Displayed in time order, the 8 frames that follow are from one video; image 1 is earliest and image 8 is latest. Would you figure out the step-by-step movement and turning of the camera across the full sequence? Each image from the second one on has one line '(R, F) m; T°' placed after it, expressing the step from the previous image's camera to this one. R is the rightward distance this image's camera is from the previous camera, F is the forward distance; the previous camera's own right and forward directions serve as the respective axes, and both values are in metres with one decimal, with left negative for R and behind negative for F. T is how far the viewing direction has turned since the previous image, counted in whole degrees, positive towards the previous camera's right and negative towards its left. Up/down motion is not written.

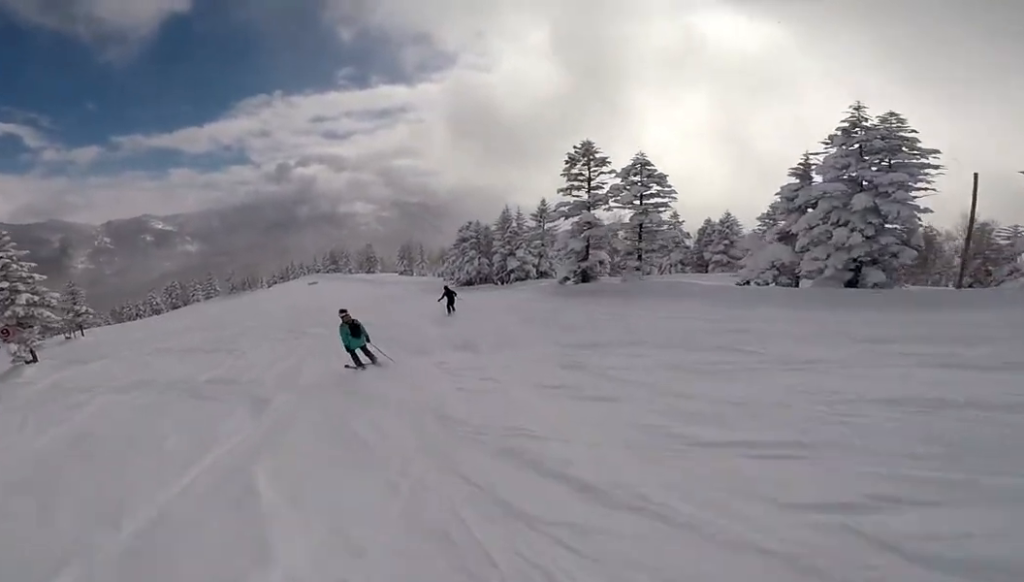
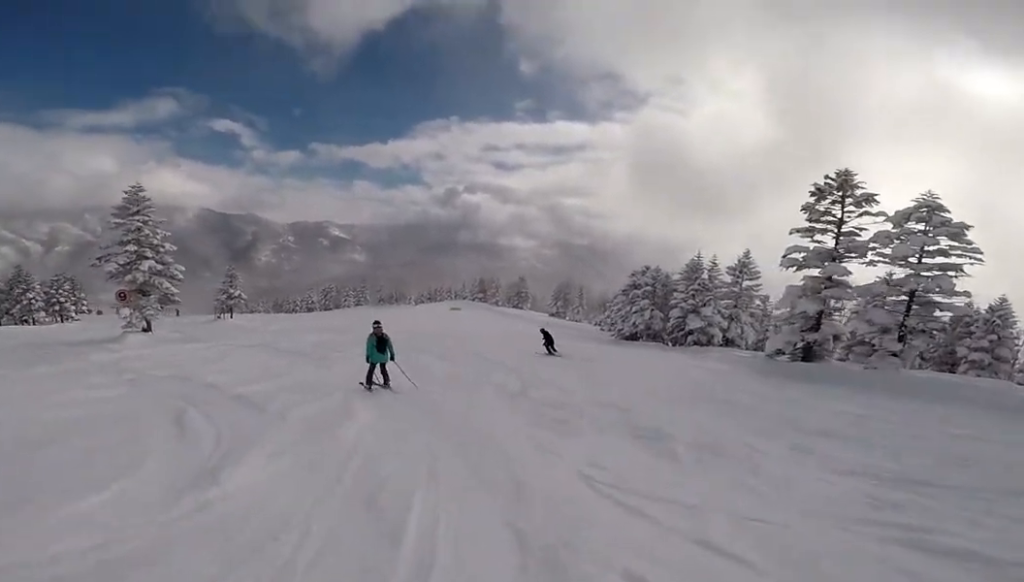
(-0.6, +4.8) m; -5°
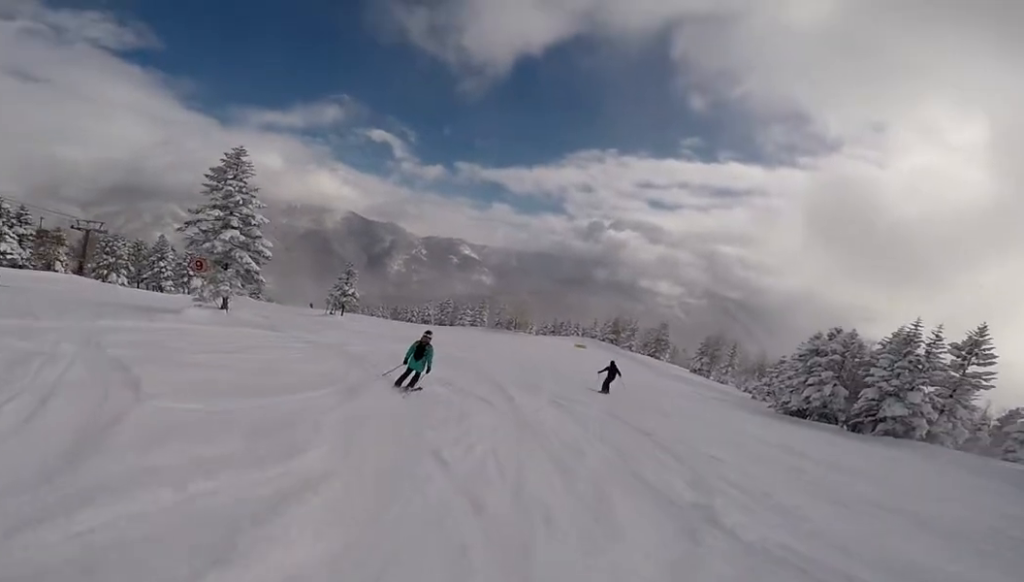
(-0.3, +5.2) m; -4°
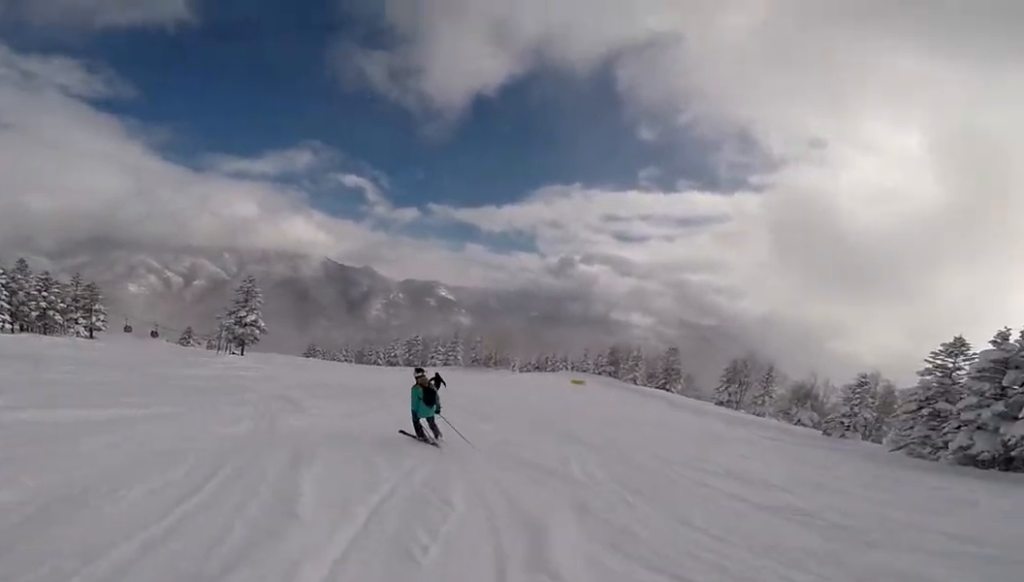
(-1.8, +18.6) m; -20°
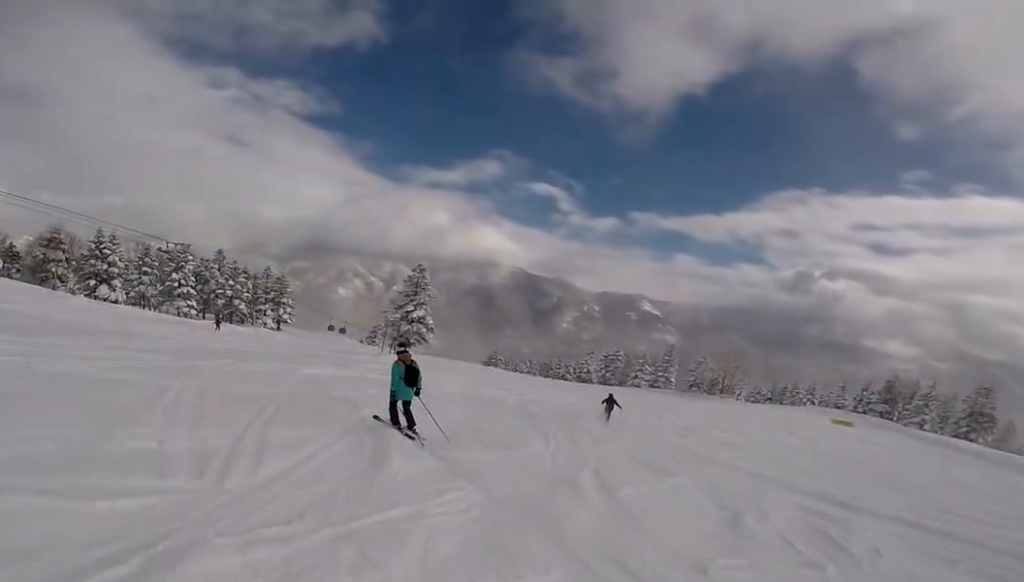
(-0.9, +7.8) m; -27°
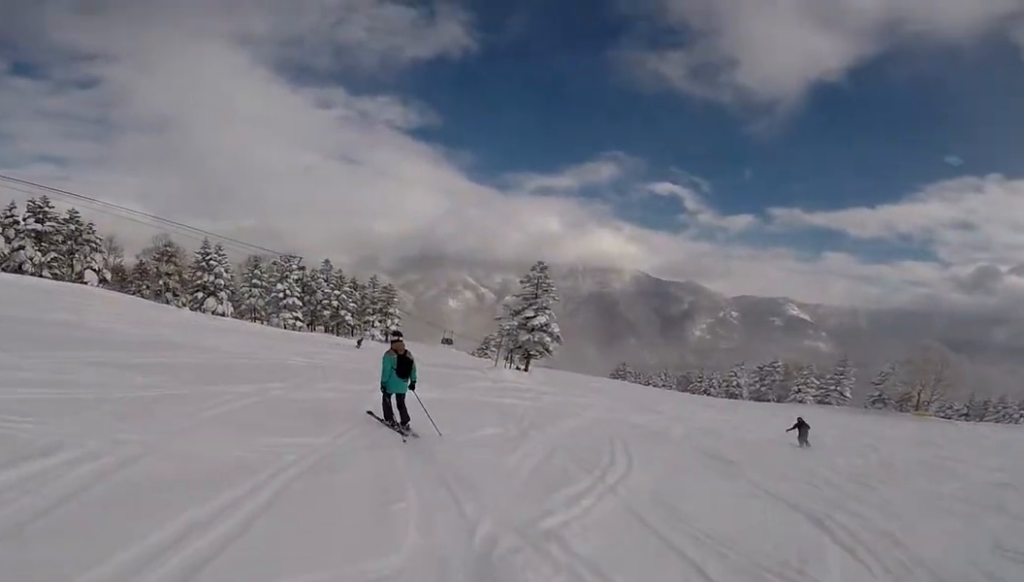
(-1.3, +4.1) m; -11°
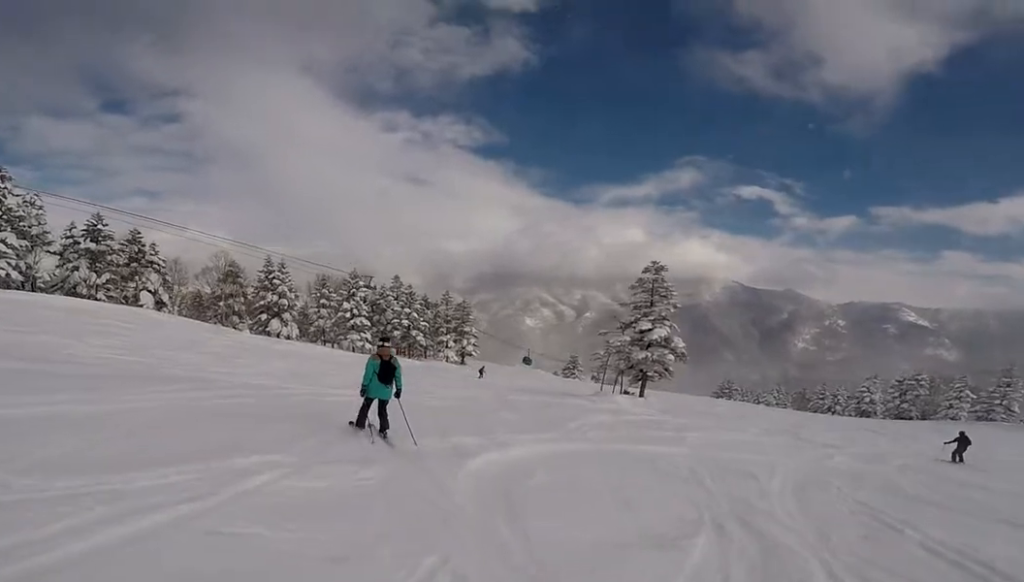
(-0.8, +4.5) m; -4°
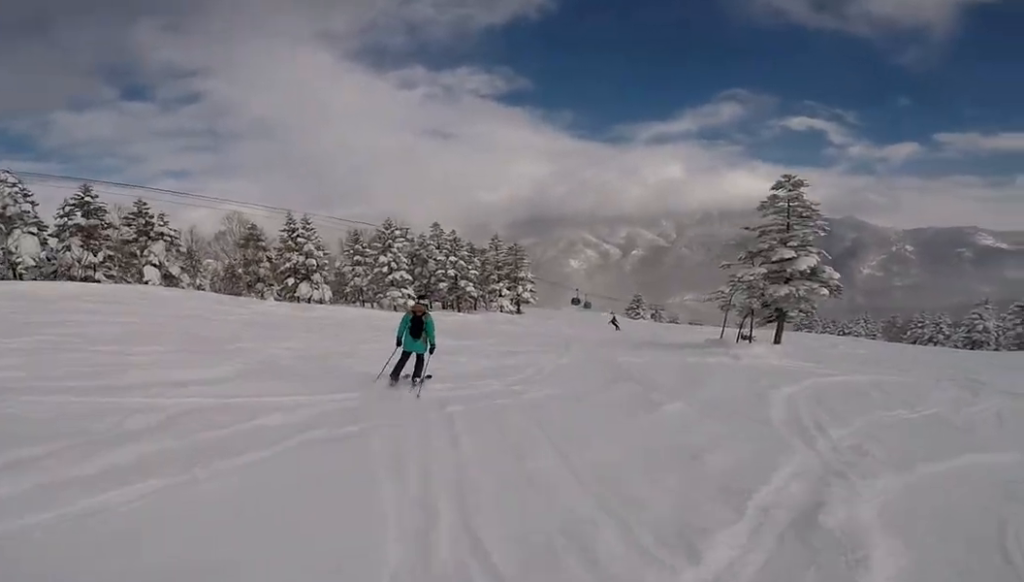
(+0.7, +5.5) m; +10°
